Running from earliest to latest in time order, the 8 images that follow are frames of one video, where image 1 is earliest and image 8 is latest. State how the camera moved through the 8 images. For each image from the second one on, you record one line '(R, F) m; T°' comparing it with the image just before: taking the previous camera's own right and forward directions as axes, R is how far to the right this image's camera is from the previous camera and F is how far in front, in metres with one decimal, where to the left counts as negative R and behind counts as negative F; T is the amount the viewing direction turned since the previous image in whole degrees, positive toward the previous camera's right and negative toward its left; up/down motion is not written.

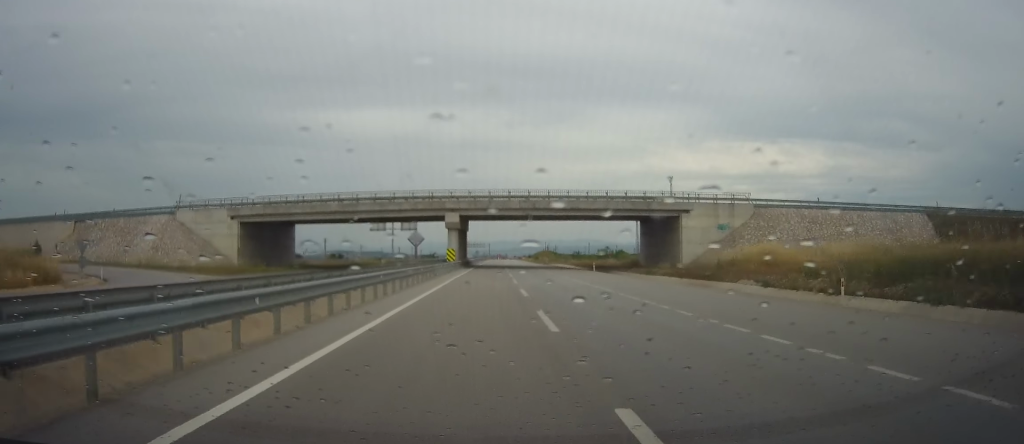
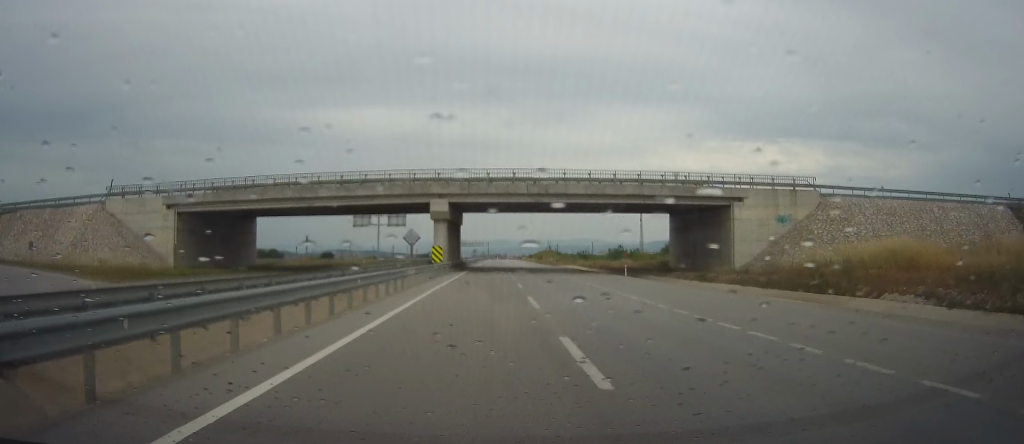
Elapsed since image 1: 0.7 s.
(-0.3, +15.8) m; 0°
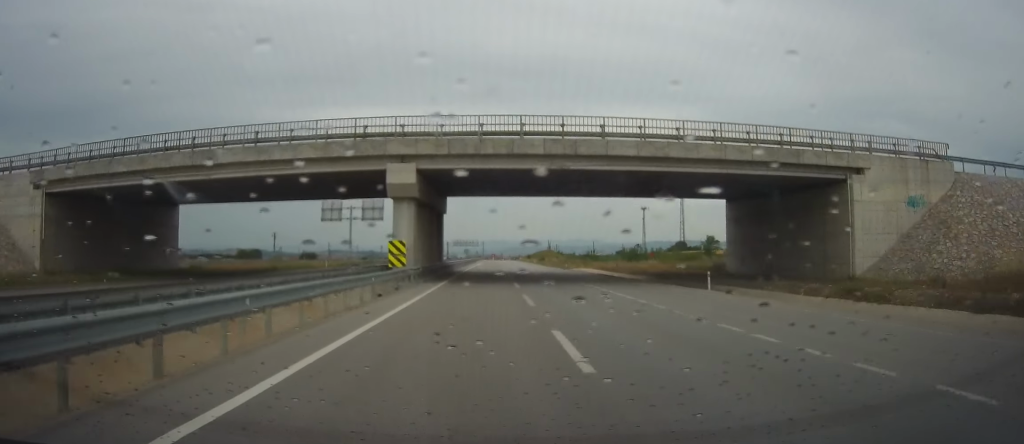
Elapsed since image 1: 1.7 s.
(+0.2, +20.6) m; +1°
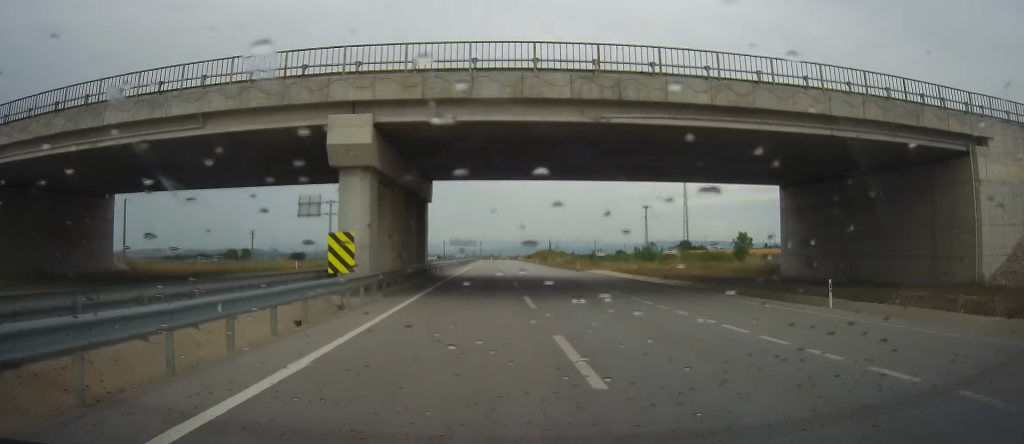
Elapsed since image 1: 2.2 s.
(0.0, +11.8) m; 0°
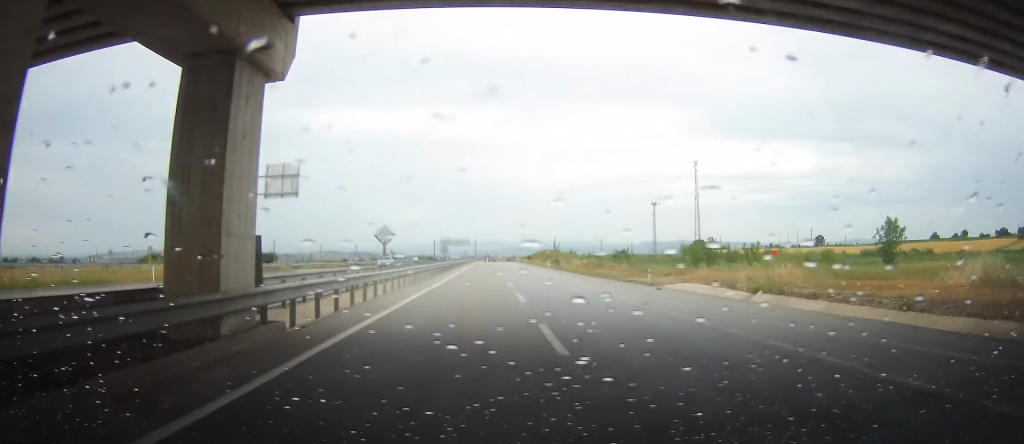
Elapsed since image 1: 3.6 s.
(0.0, +29.5) m; +1°
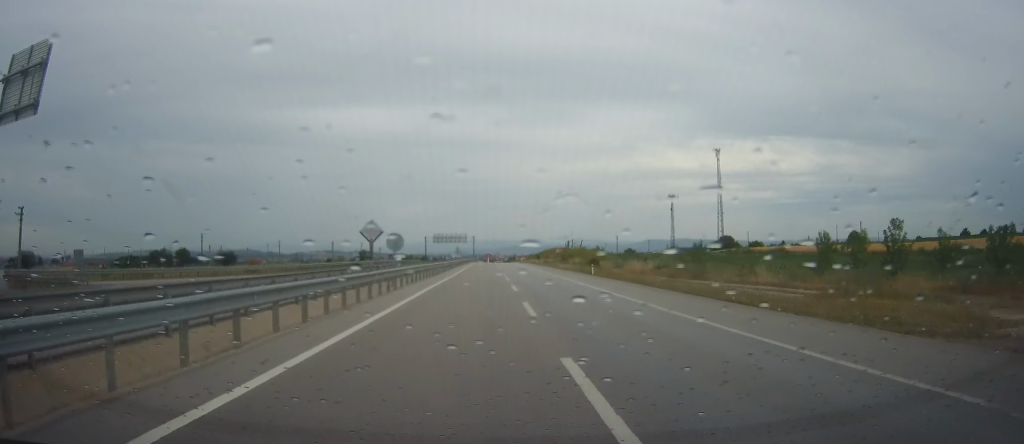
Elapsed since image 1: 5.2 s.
(+0.8, +36.1) m; +2°
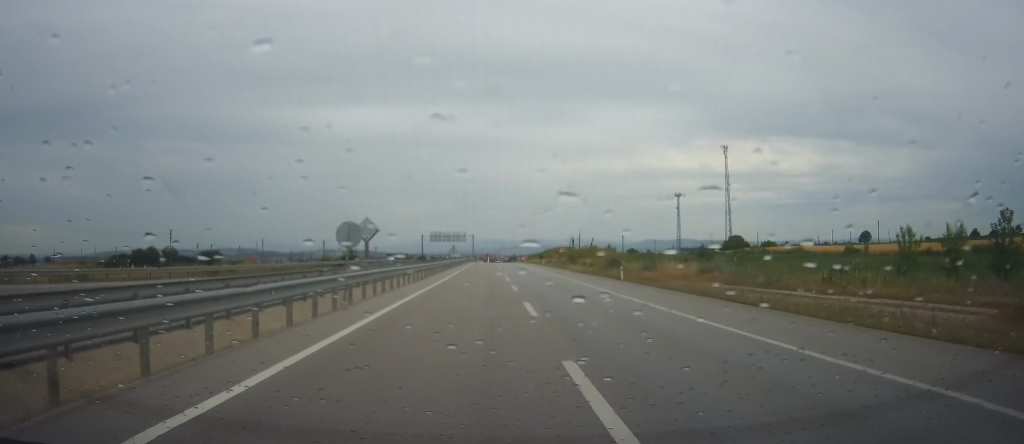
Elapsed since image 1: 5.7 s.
(0.0, +11.2) m; 0°
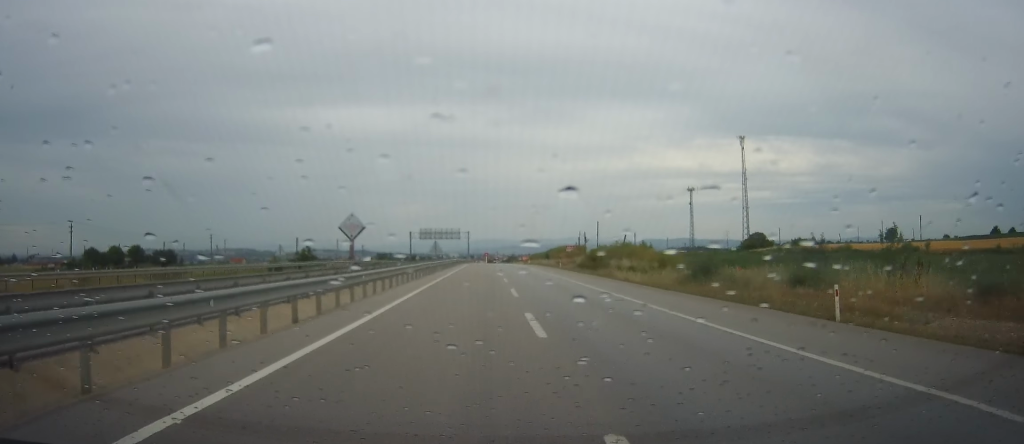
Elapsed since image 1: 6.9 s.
(-0.2, +25.1) m; -1°
